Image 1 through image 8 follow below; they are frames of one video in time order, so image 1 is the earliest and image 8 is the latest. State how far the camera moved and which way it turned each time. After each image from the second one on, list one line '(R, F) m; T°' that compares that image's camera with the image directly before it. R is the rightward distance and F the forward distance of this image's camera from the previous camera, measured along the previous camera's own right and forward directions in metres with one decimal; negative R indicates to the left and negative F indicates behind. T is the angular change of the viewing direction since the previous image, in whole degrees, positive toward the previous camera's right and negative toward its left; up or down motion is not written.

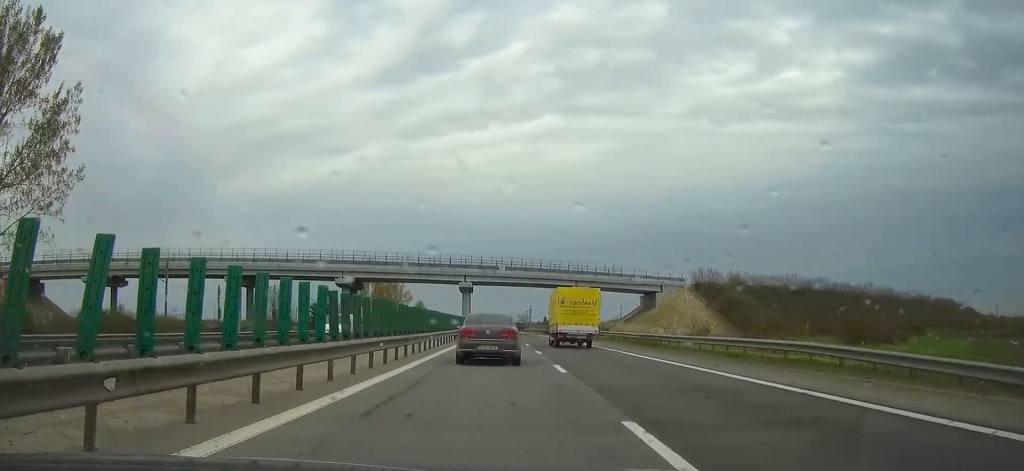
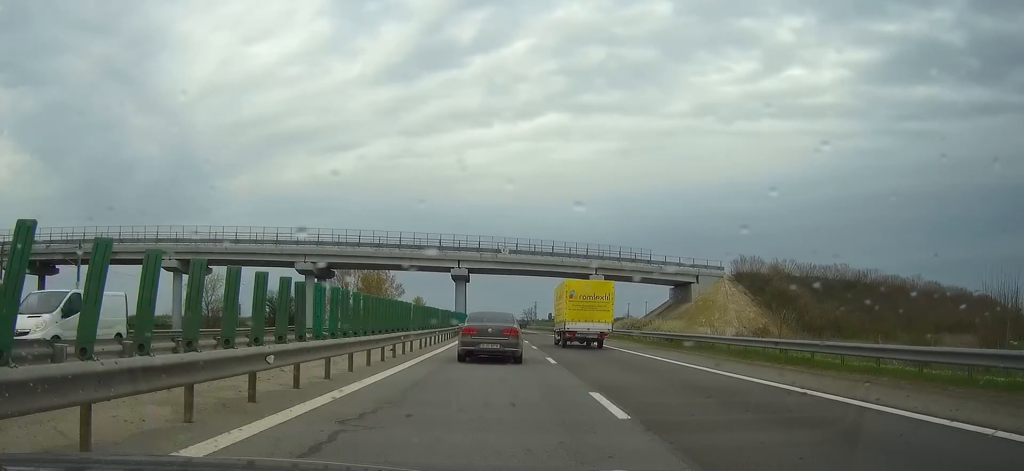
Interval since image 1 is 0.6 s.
(0.0, +20.3) m; 0°
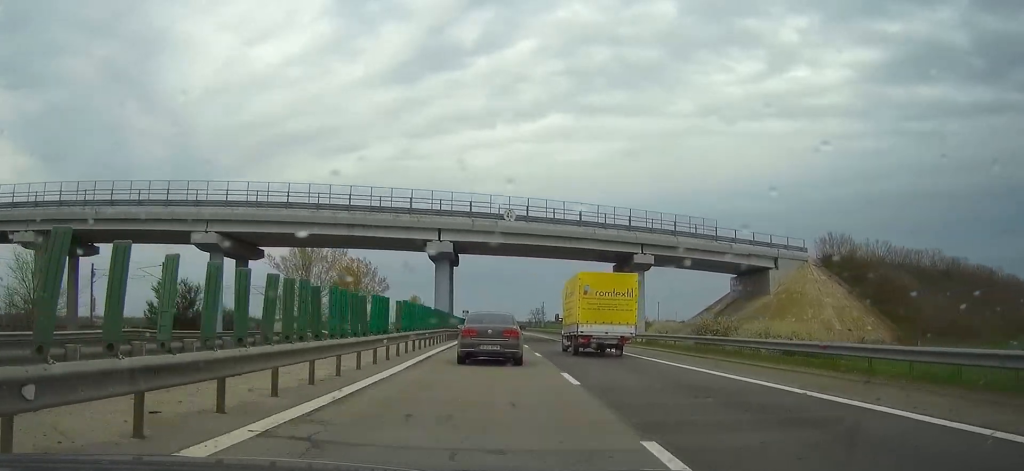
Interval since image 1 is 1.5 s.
(-0.1, +28.0) m; -1°
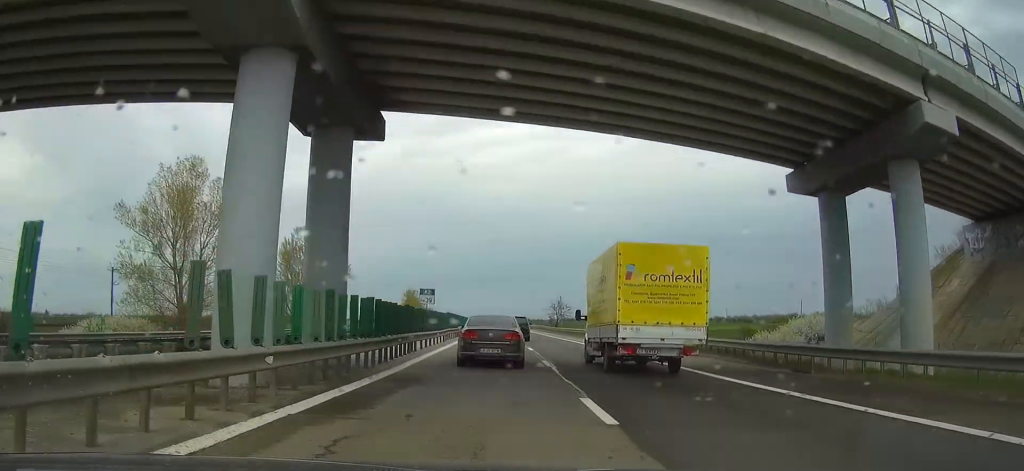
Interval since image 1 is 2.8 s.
(-0.3, +43.0) m; -1°
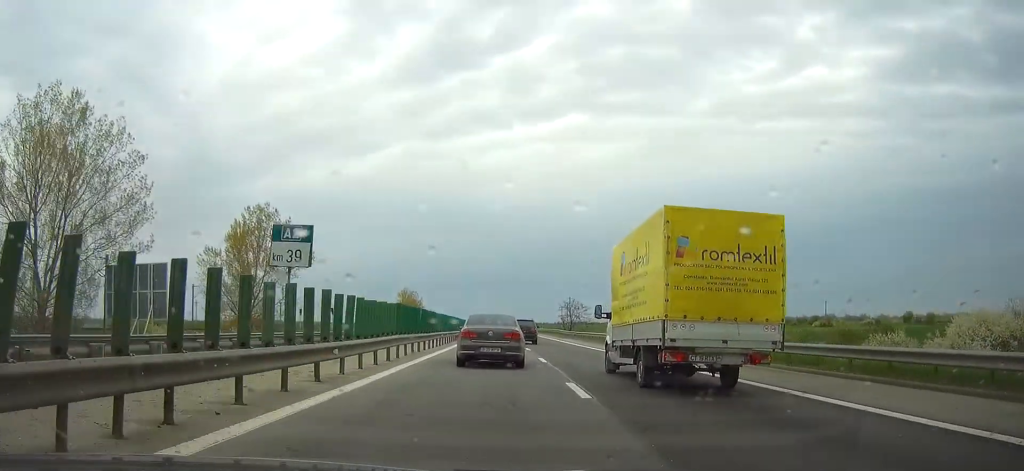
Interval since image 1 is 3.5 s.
(-0.1, +20.1) m; 0°
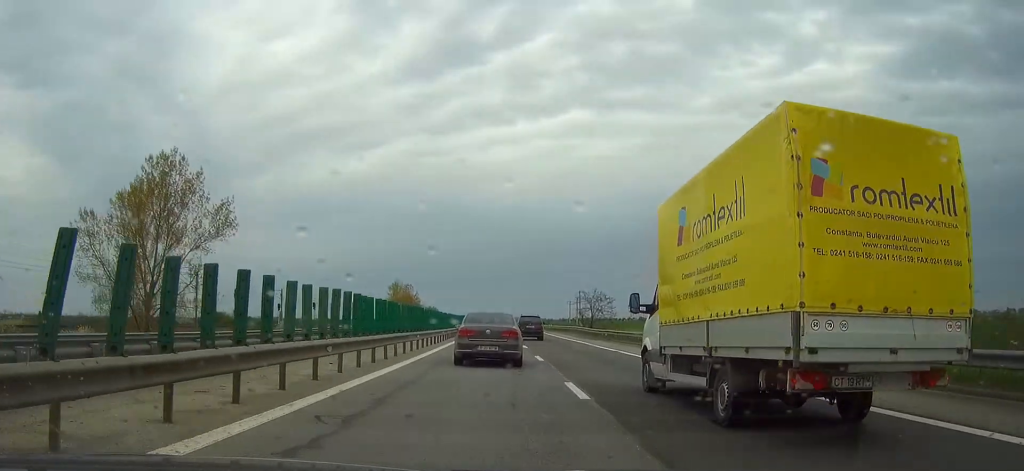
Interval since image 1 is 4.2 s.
(0.0, +22.4) m; 0°
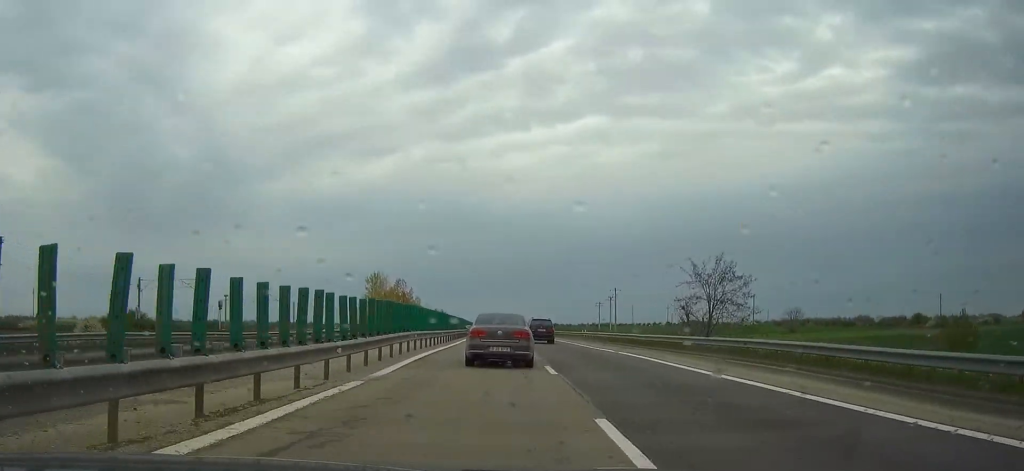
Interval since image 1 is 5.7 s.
(-0.2, +41.9) m; -1°
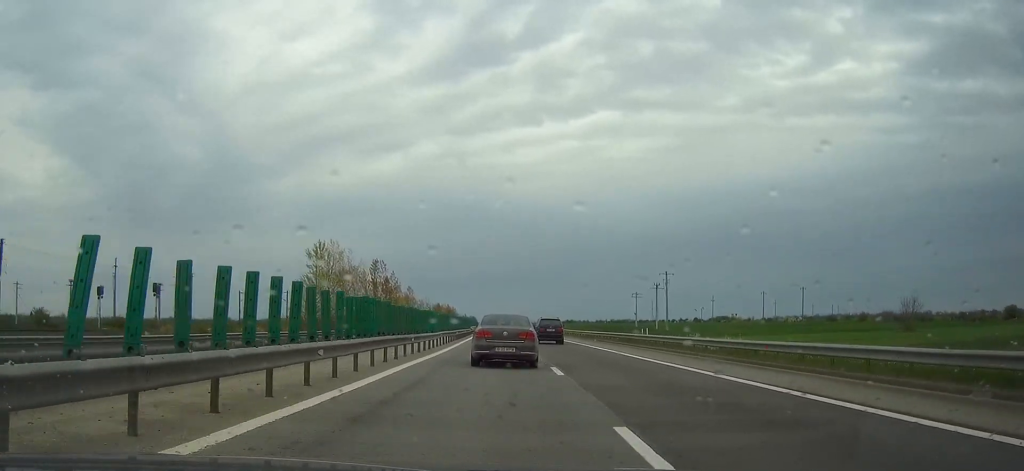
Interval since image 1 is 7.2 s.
(-0.5, +36.2) m; -1°
